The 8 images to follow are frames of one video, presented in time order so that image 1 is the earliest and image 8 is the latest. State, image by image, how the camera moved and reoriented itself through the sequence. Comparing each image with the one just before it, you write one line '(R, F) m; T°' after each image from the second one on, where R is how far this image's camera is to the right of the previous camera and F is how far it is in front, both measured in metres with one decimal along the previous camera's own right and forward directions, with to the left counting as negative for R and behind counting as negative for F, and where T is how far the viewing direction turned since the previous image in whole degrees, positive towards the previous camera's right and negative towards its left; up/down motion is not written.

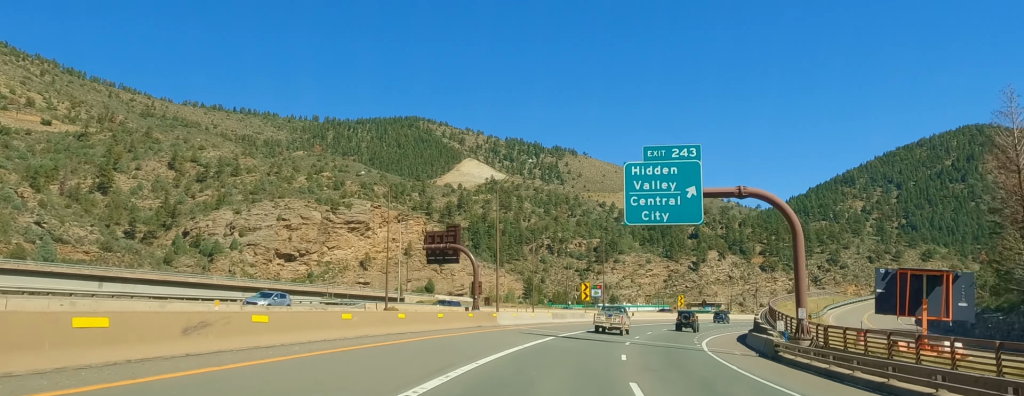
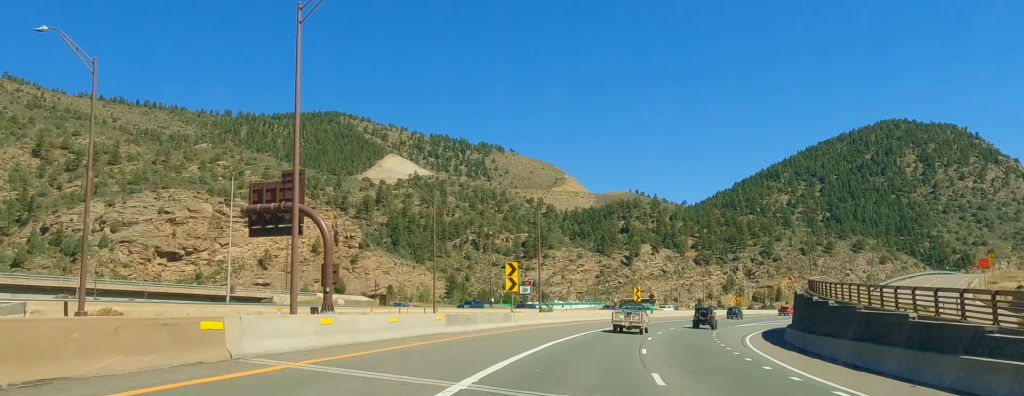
(+2.0, +32.4) m; +7°
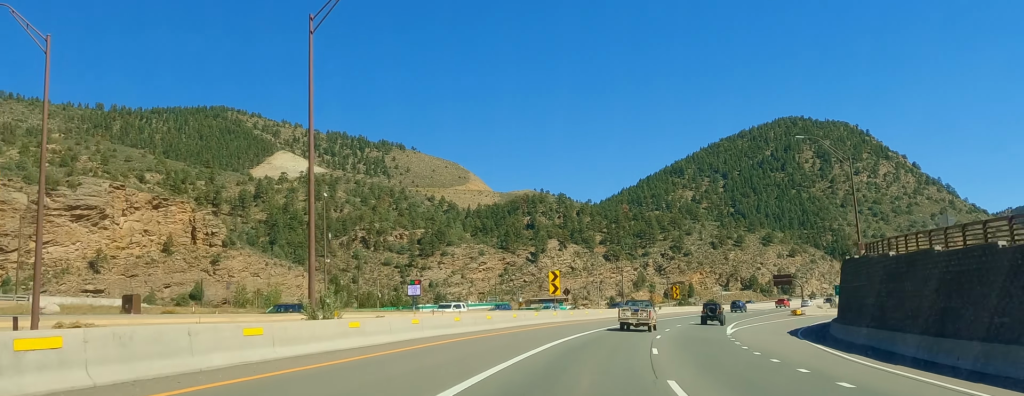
(+3.4, +39.8) m; +8°
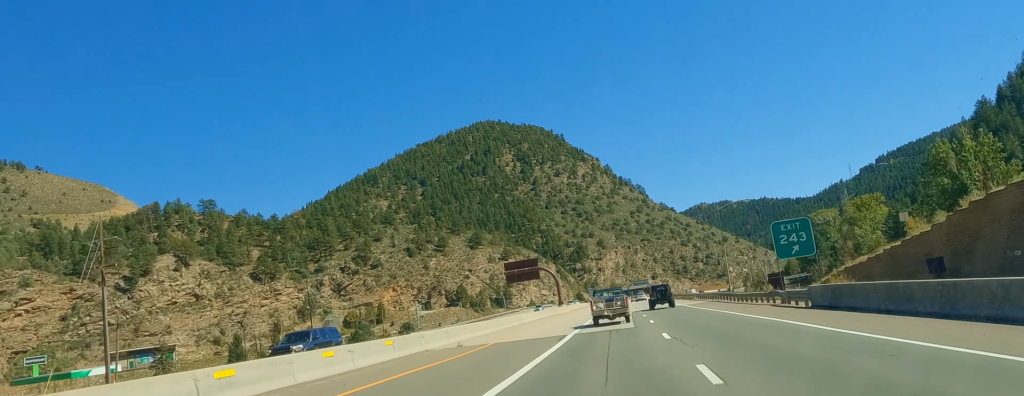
(+23.8, +120.6) m; +18°
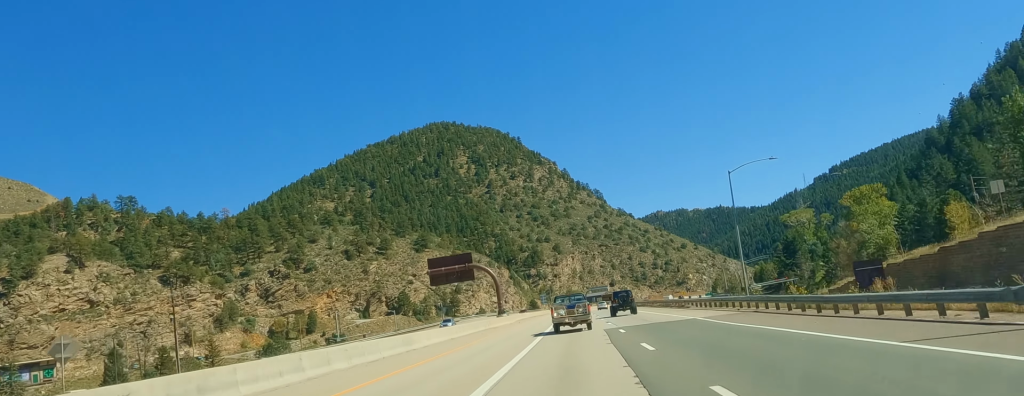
(+0.6, +28.4) m; +1°
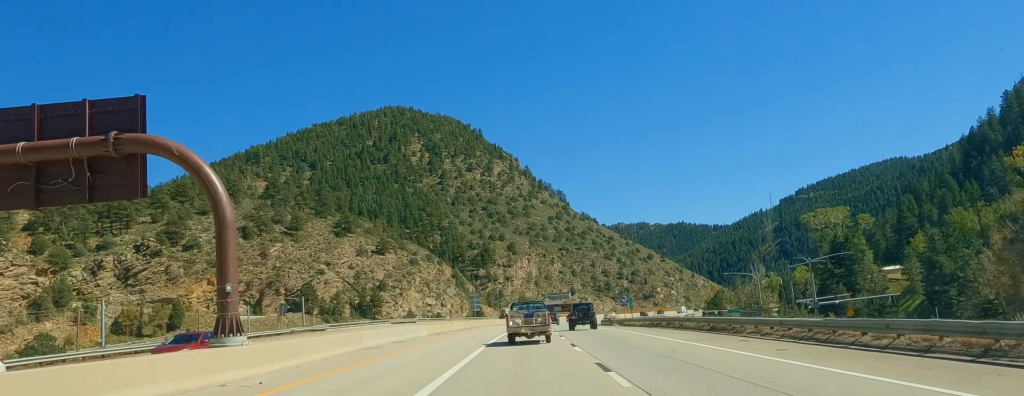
(+0.3, +65.7) m; +1°
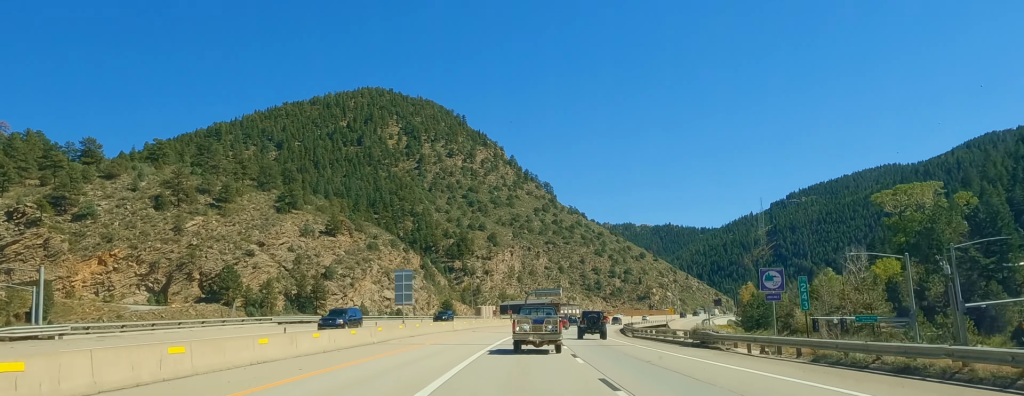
(+0.3, +50.2) m; +2°
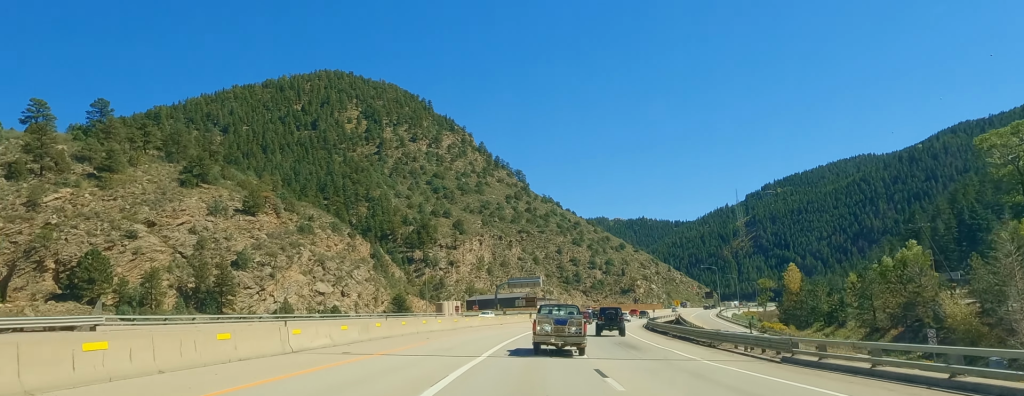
(+1.1, +45.7) m; +3°
